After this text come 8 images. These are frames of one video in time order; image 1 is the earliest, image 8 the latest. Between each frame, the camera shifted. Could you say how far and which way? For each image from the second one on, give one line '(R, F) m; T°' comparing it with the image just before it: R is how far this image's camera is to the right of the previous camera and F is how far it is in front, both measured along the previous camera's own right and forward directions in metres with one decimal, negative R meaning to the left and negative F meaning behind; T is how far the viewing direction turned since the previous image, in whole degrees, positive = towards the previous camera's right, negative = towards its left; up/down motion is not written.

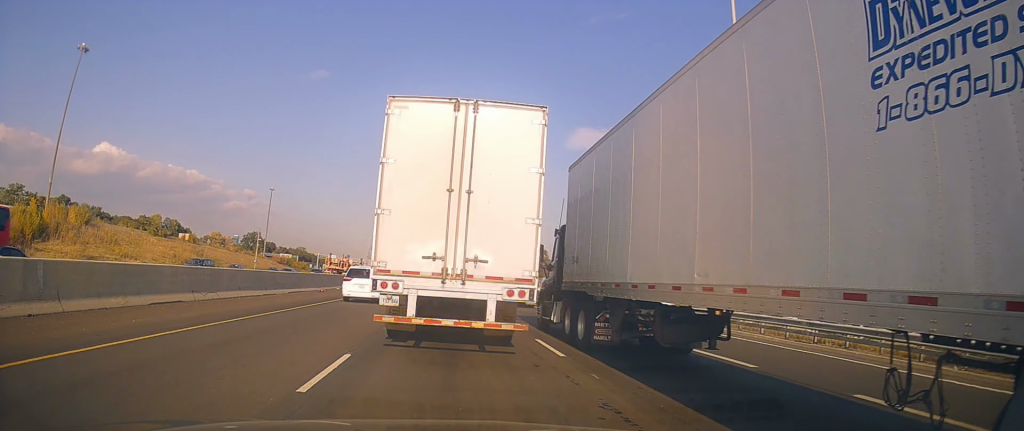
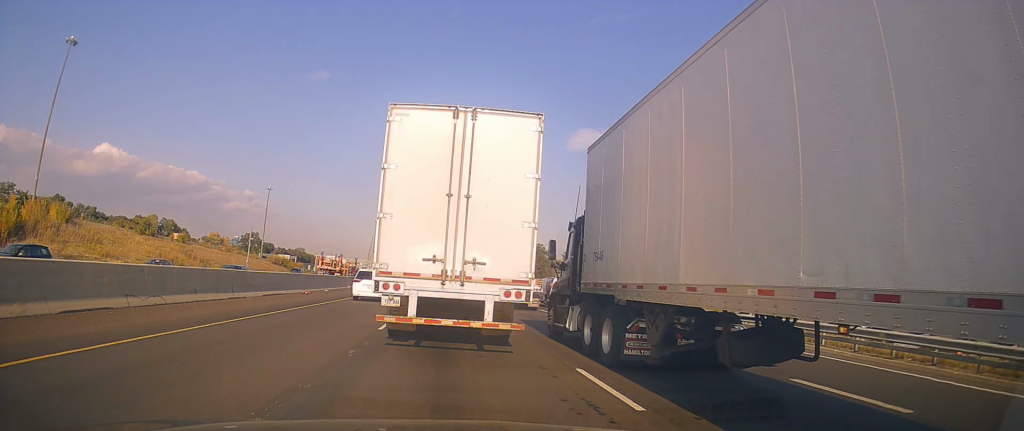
(+0.2, +4.3) m; -2°
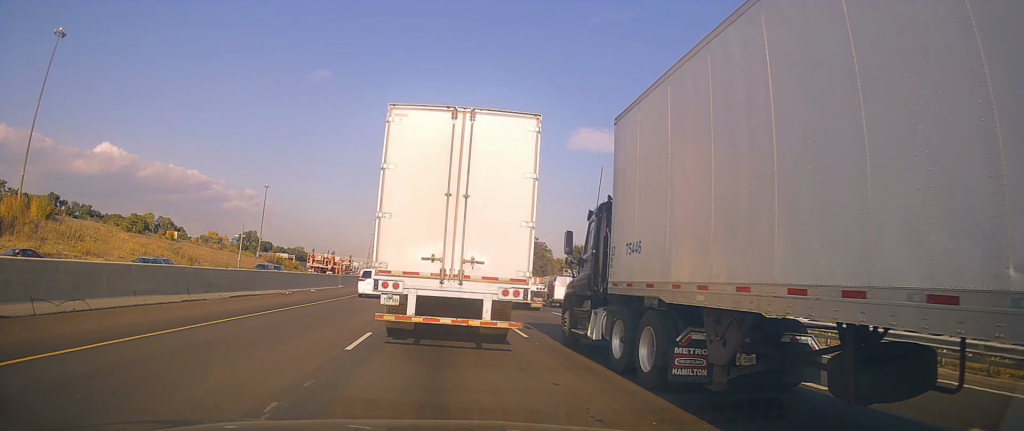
(-0.3, +4.2) m; -2°
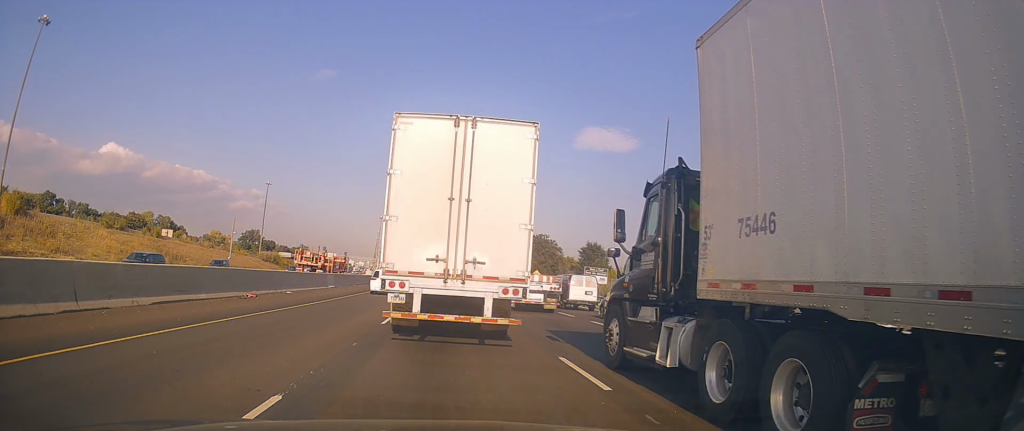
(0.0, +7.1) m; +2°
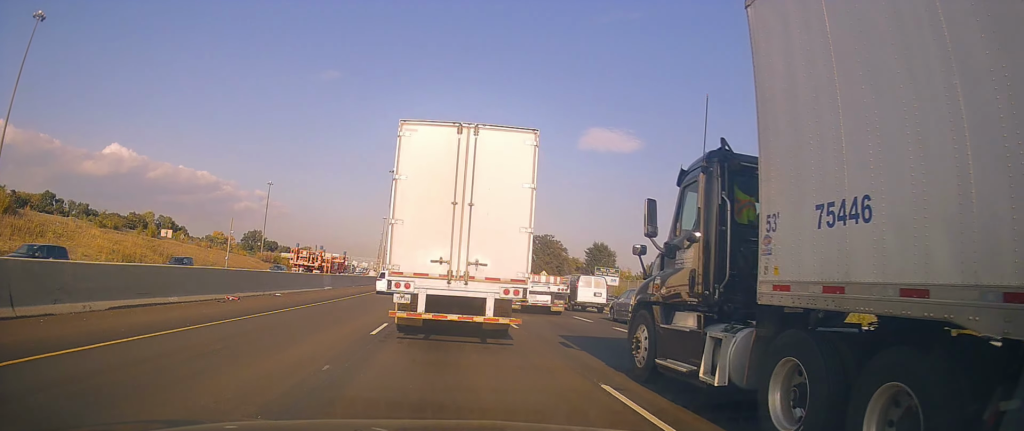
(0.0, +2.8) m; 0°
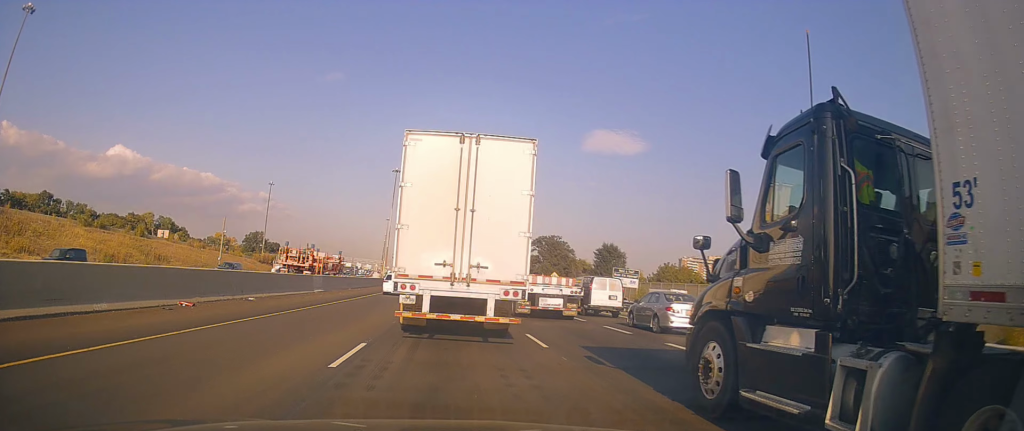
(+0.2, +4.6) m; -3°
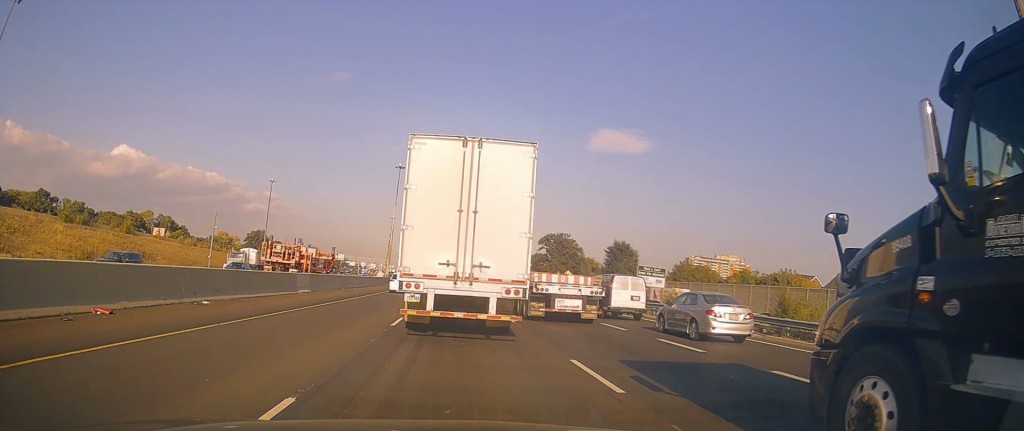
(-0.4, +5.1) m; -2°
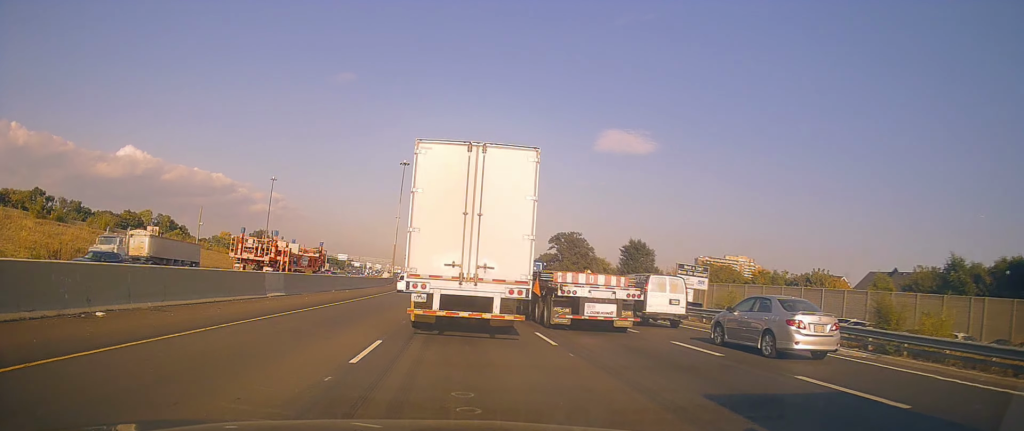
(0.0, +6.6) m; -2°
